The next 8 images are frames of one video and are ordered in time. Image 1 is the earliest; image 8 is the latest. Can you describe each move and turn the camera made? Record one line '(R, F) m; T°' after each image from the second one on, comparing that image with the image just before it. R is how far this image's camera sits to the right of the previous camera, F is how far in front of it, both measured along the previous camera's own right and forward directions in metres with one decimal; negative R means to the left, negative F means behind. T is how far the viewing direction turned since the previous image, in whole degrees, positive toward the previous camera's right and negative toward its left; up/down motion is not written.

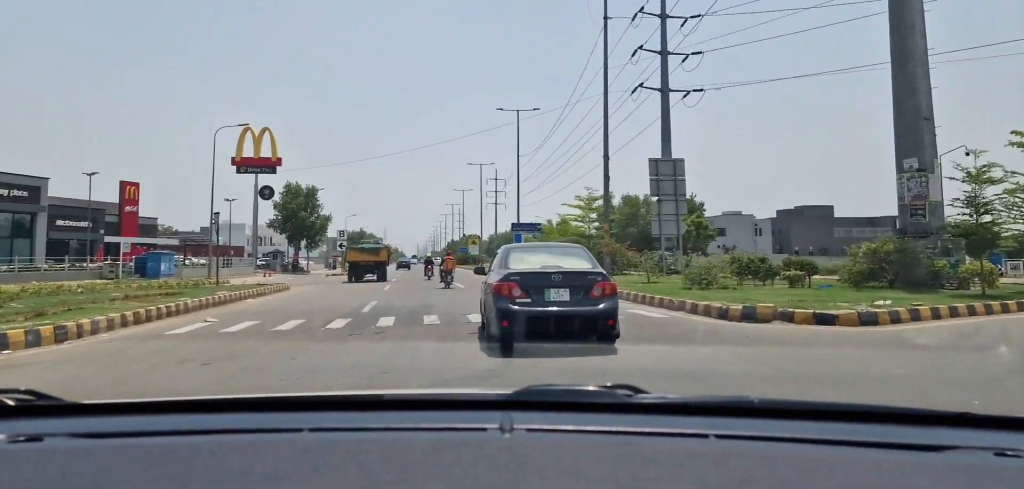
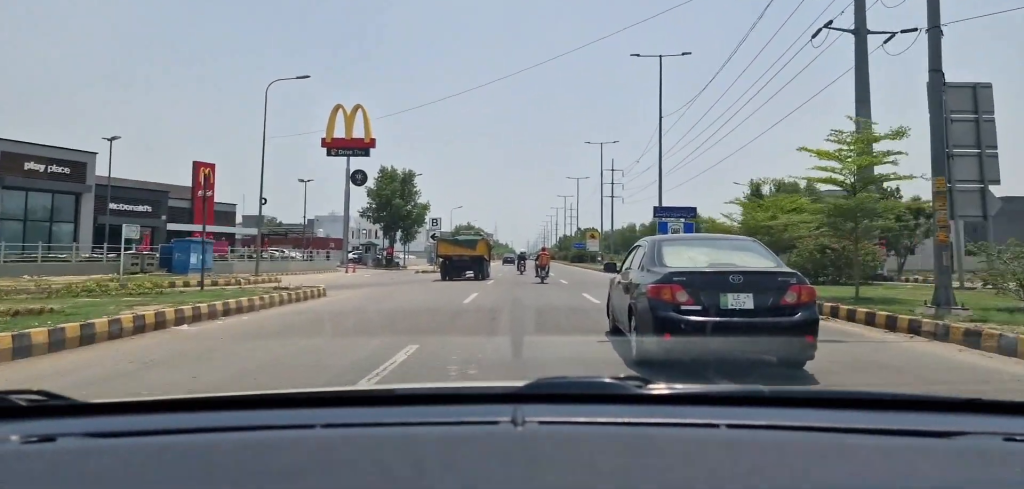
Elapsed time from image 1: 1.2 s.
(-1.1, +12.2) m; -6°
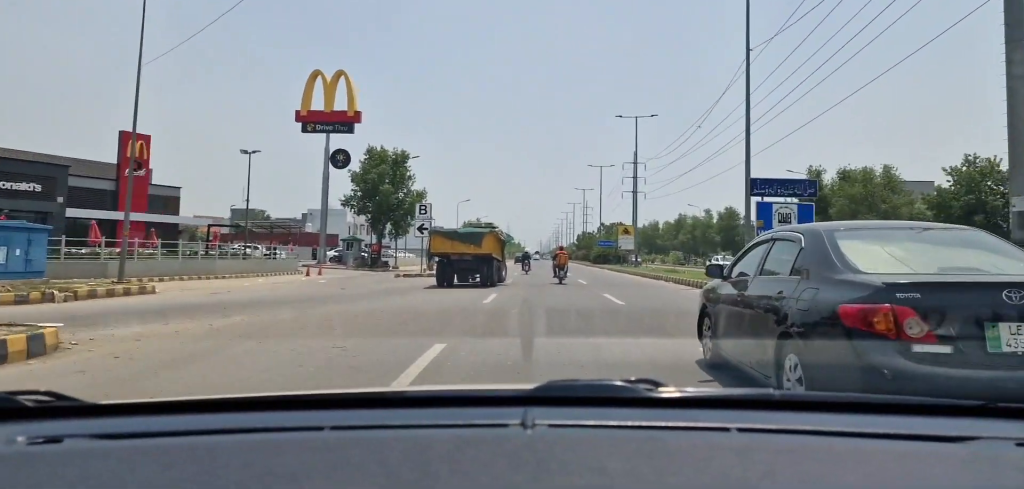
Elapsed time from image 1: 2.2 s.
(0.0, +11.8) m; 0°
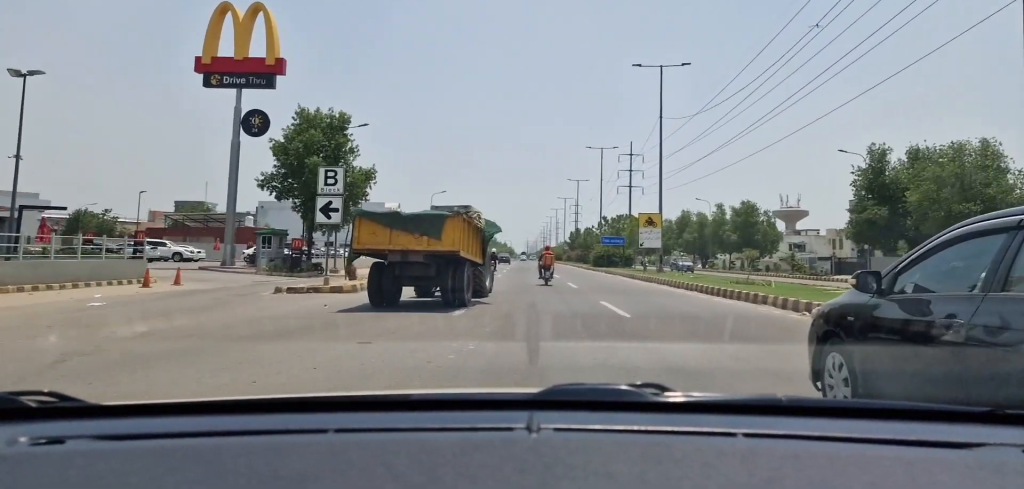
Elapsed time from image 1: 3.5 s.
(+0.3, +15.8) m; +3°
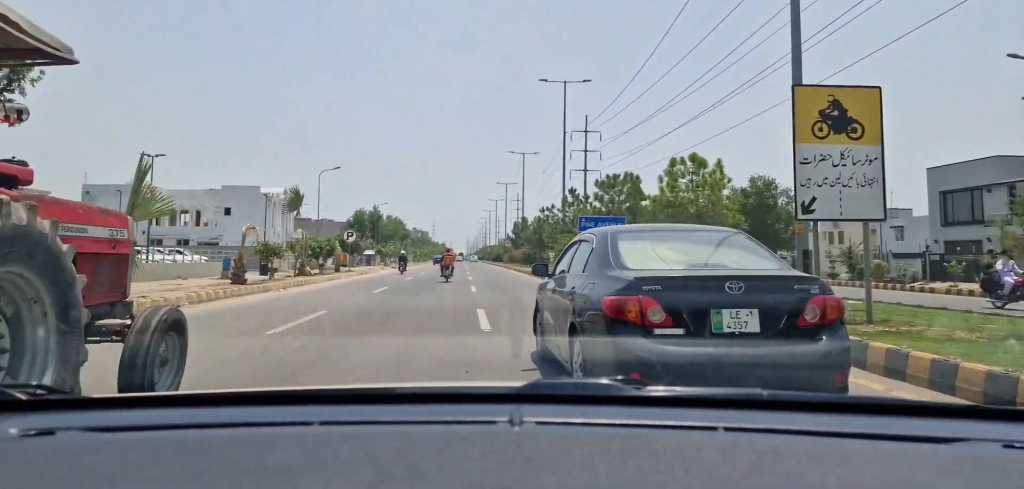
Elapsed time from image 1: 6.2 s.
(+1.5, +26.7) m; +4°
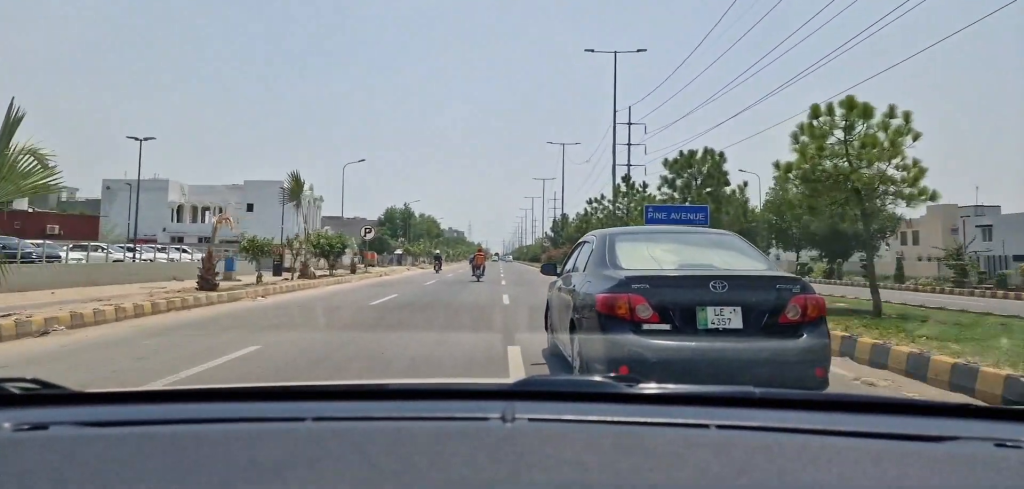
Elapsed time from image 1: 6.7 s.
(-0.1, +5.7) m; -2°
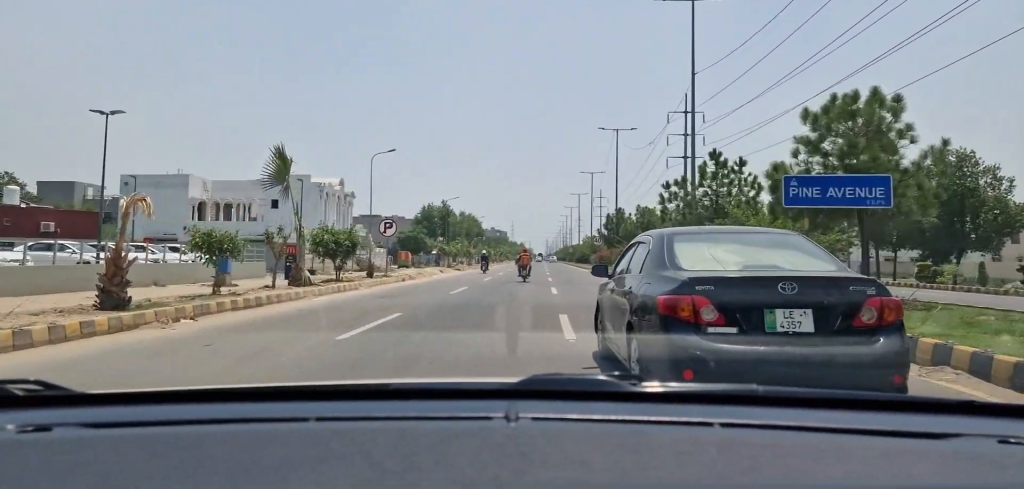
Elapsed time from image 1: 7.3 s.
(0.0, +6.7) m; -3°
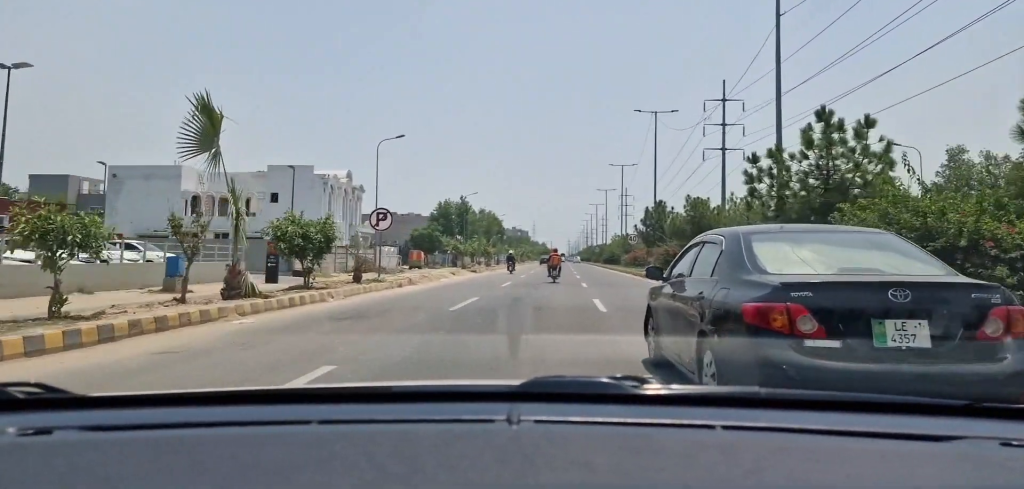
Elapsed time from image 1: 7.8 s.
(-0.3, +6.7) m; -2°
